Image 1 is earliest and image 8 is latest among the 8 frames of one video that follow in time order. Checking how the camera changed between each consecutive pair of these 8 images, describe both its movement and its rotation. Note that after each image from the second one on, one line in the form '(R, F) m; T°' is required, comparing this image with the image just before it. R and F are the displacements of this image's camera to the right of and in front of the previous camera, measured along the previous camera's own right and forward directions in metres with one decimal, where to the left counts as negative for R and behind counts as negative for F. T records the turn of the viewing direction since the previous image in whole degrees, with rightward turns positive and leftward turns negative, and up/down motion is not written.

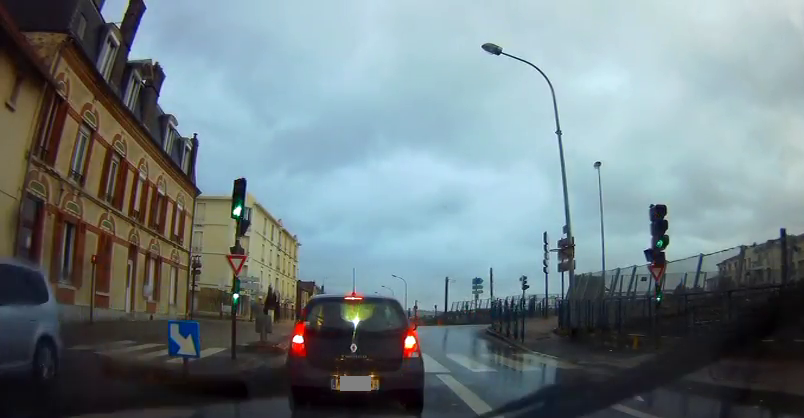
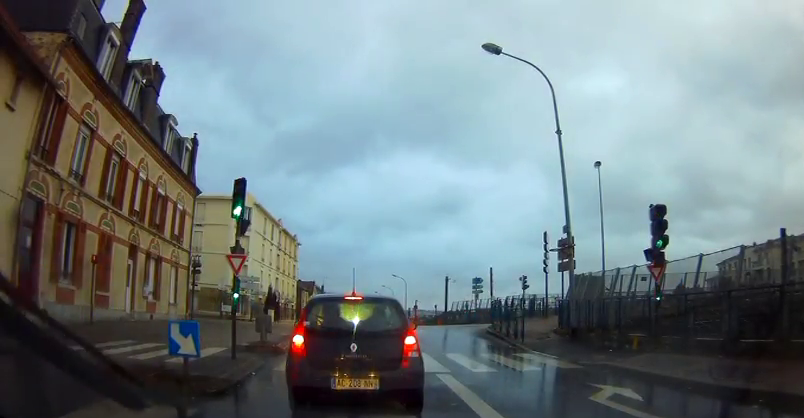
(0.0, 0.0) m; 0°
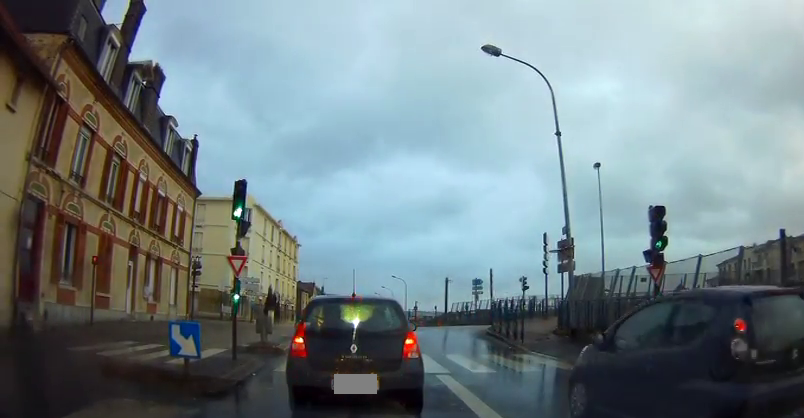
(-0.1, +0.1) m; 0°
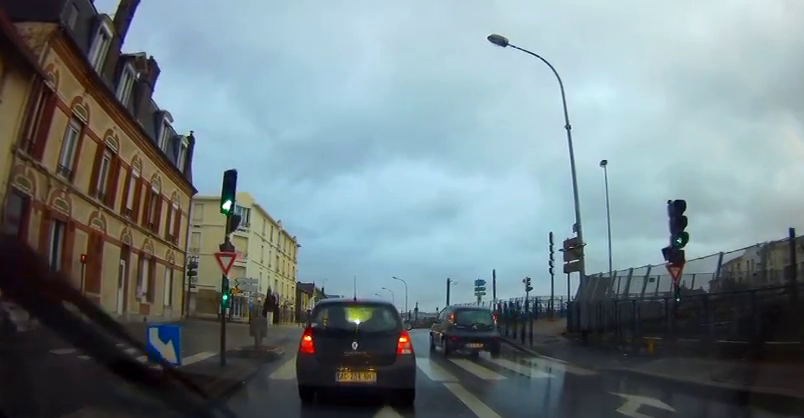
(+0.1, +1.0) m; 0°
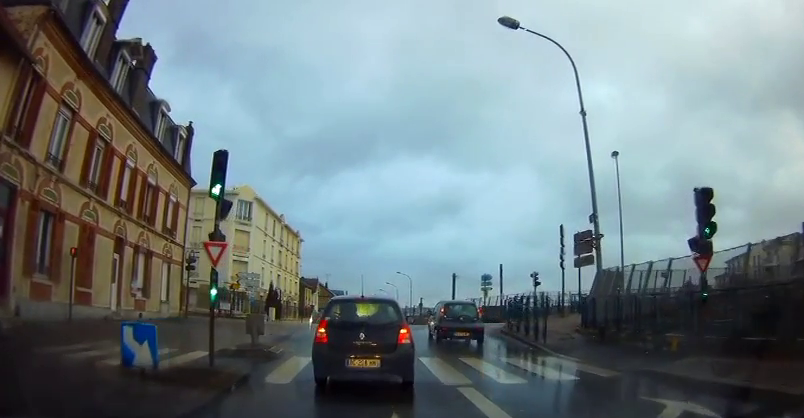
(0.0, +0.9) m; +1°
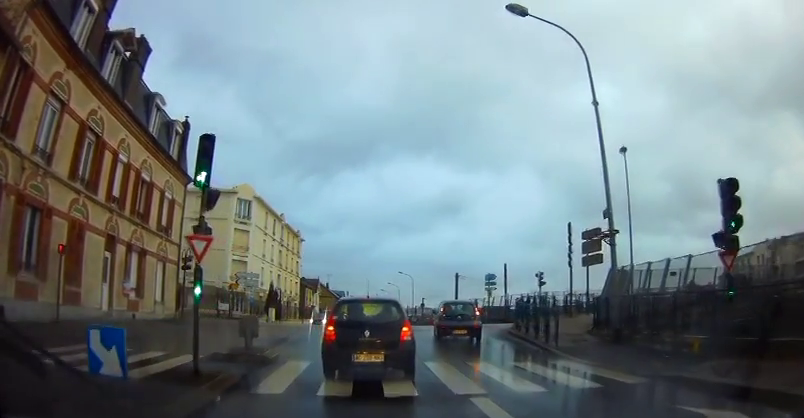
(-0.1, +0.7) m; +1°
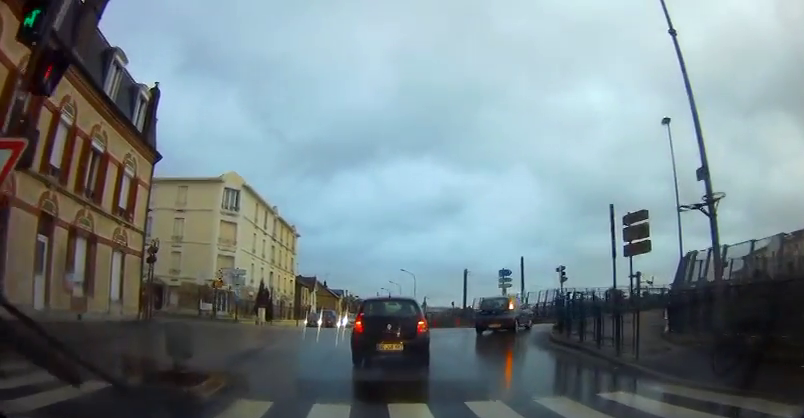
(+0.3, +3.9) m; 0°
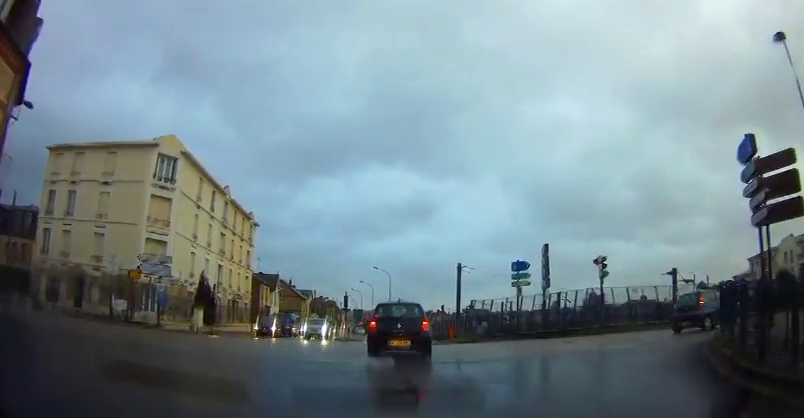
(-0.2, +9.4) m; -1°
